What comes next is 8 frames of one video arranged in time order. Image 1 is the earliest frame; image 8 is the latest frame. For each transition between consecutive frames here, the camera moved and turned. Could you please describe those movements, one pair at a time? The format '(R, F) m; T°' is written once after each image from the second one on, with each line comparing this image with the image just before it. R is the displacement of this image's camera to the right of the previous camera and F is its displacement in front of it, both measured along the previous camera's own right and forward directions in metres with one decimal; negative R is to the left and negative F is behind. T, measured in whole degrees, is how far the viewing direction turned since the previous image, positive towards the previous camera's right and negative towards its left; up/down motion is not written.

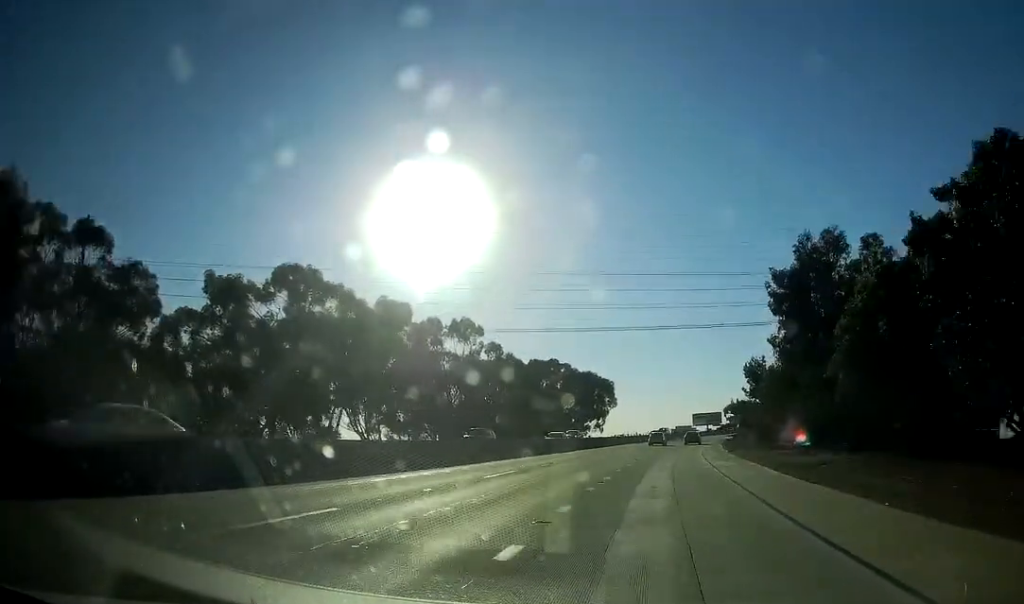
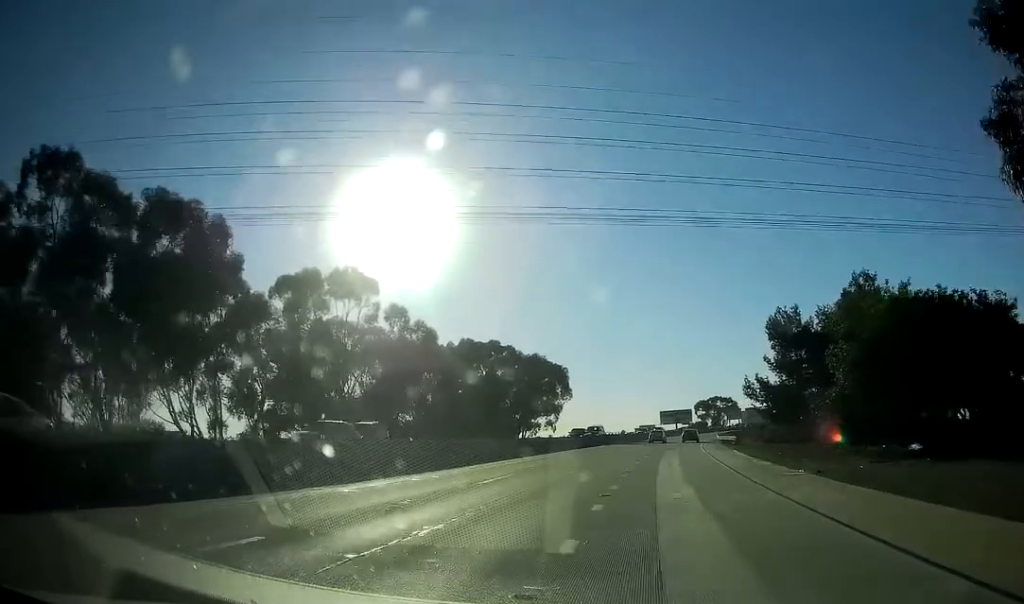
(+0.6, +32.0) m; +2°
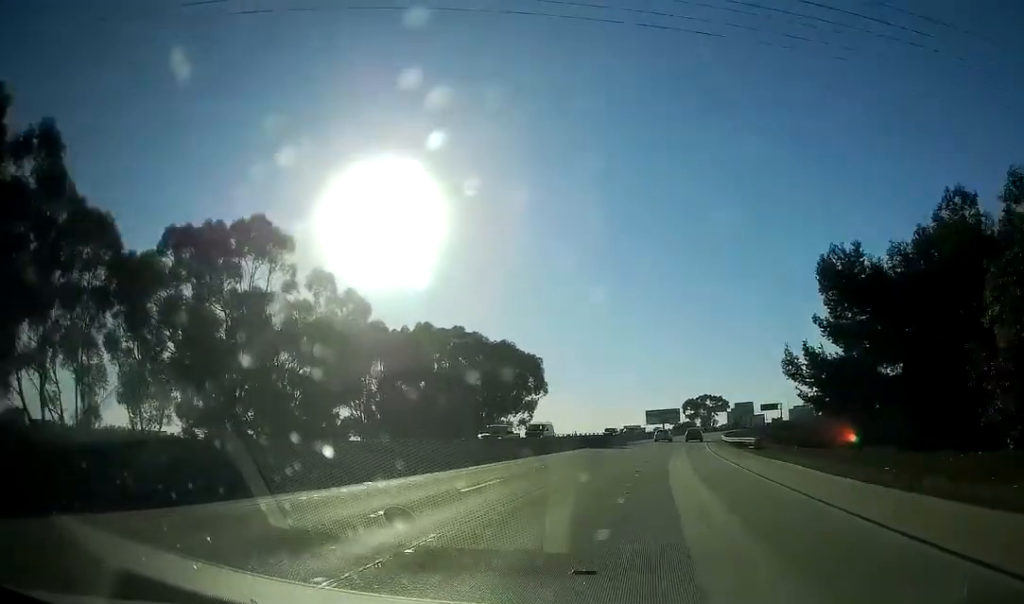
(+0.2, +17.1) m; +1°
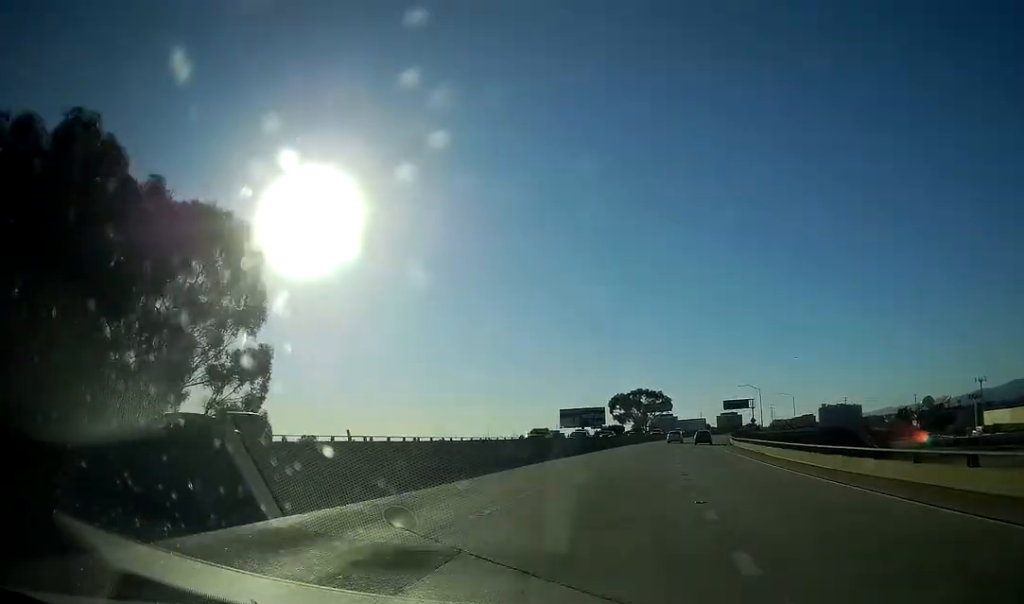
(+3.4, +78.0) m; +5°
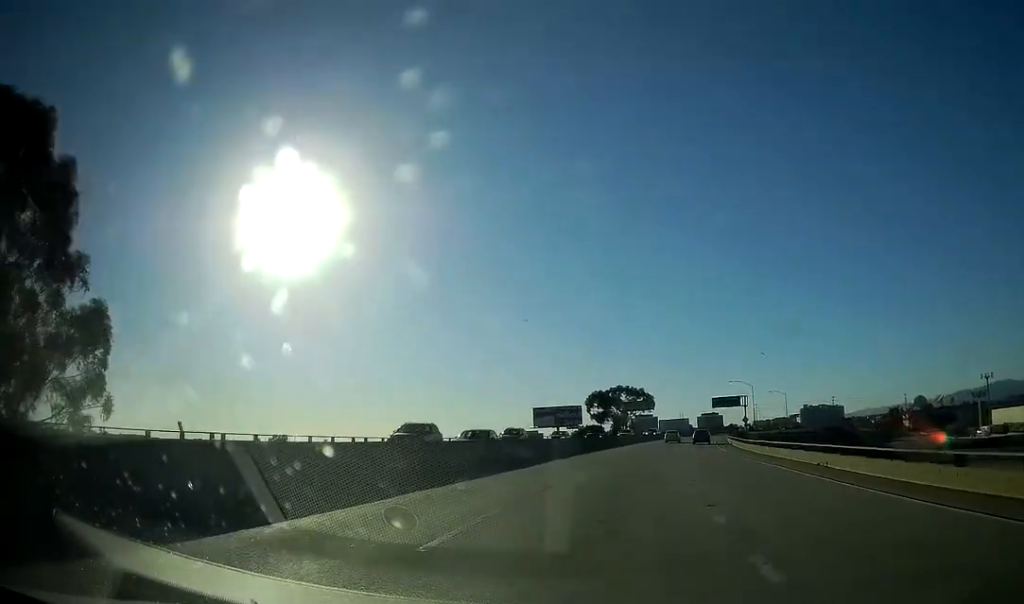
(+0.3, +17.0) m; +2°
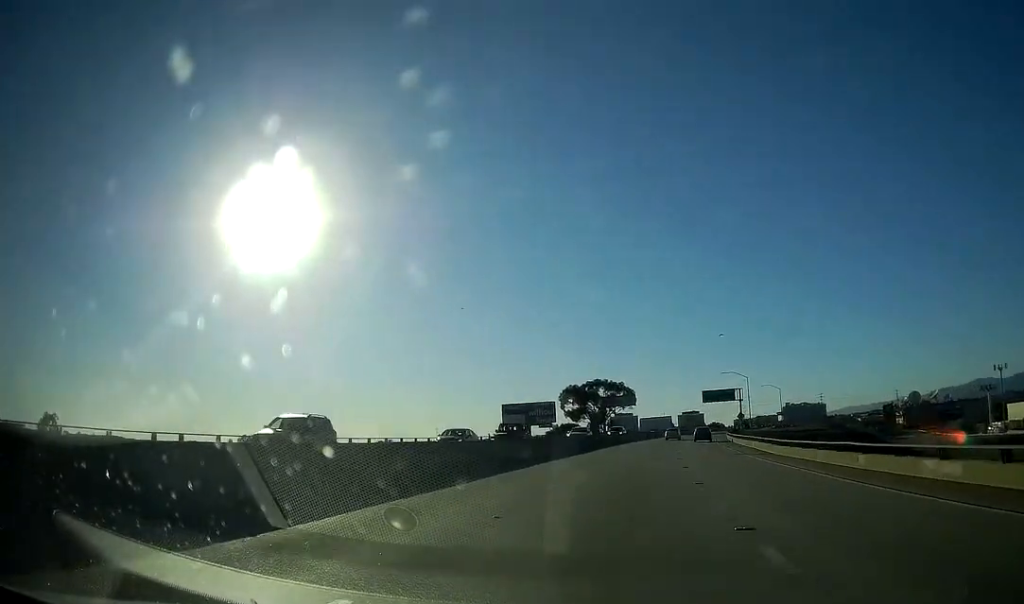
(+0.4, +20.8) m; +2°
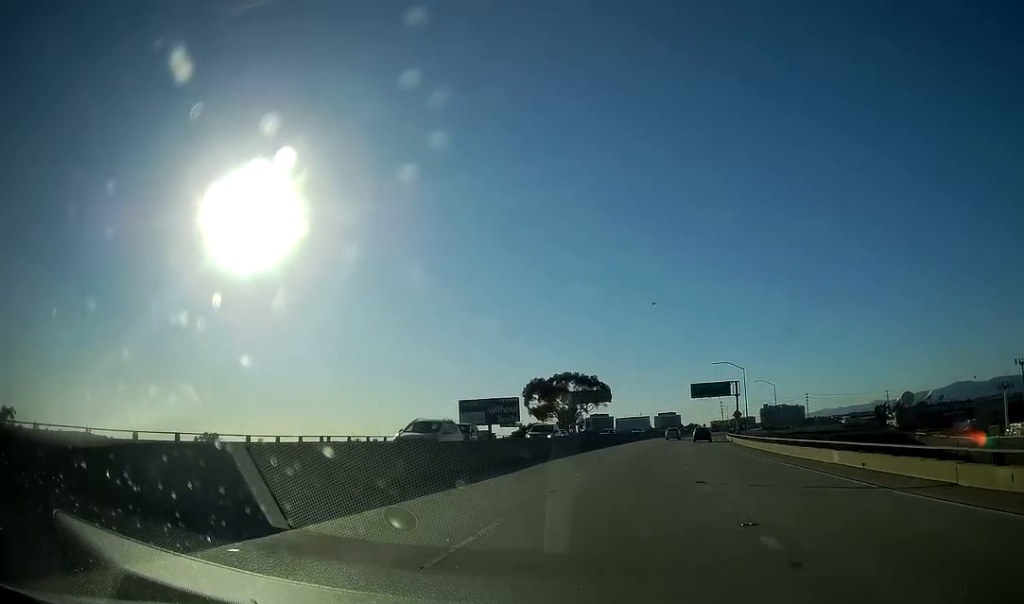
(+0.6, +24.7) m; +2°
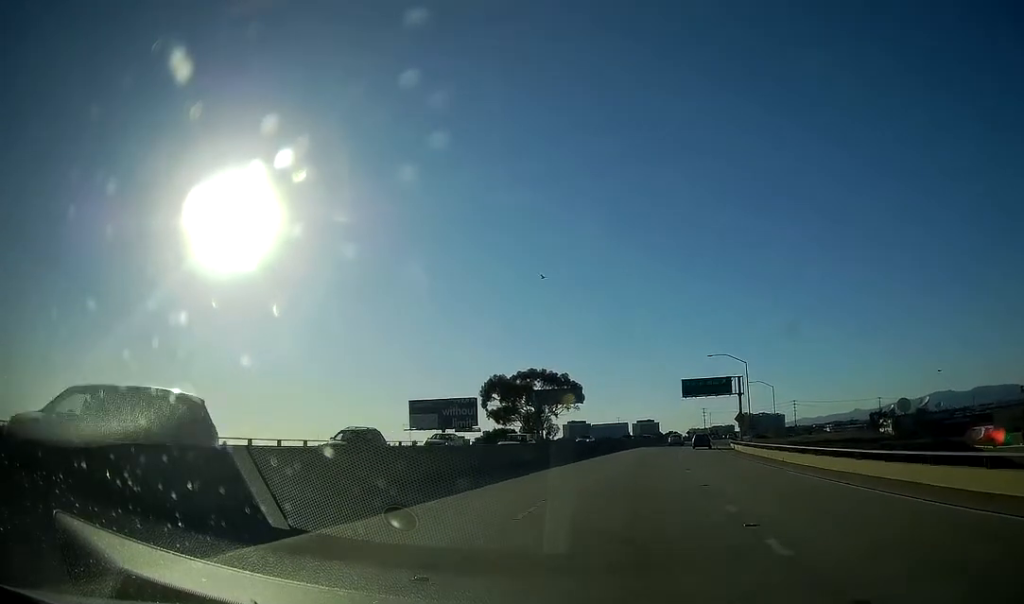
(+0.3, +24.6) m; +2°
